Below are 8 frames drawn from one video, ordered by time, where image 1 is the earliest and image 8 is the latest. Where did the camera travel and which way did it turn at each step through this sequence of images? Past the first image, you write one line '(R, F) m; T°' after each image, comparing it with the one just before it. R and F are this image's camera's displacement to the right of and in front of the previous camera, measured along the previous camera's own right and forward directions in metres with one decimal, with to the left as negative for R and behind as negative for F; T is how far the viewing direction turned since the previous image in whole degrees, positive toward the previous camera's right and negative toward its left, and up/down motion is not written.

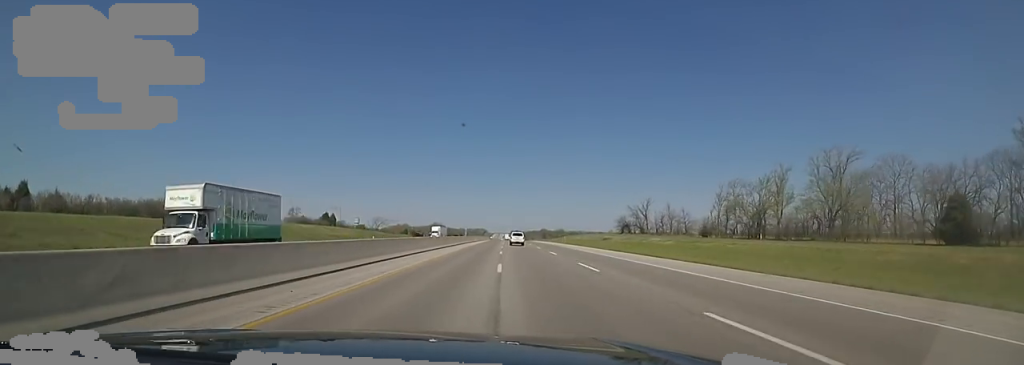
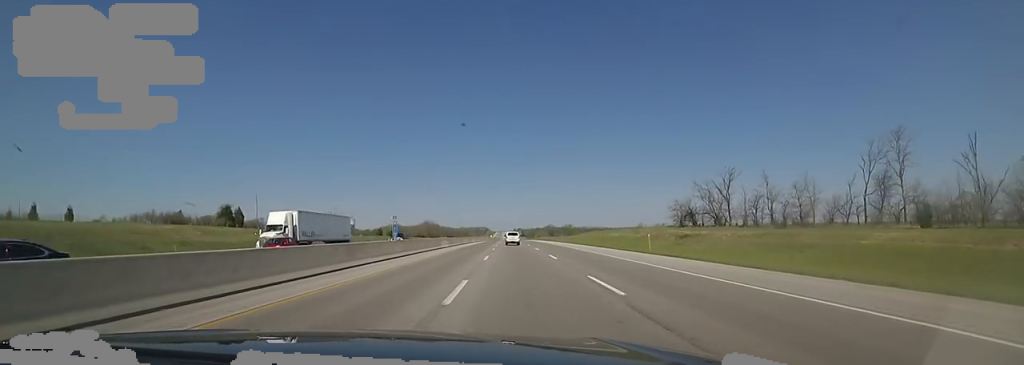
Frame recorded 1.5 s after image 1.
(-1.0, +53.7) m; 0°
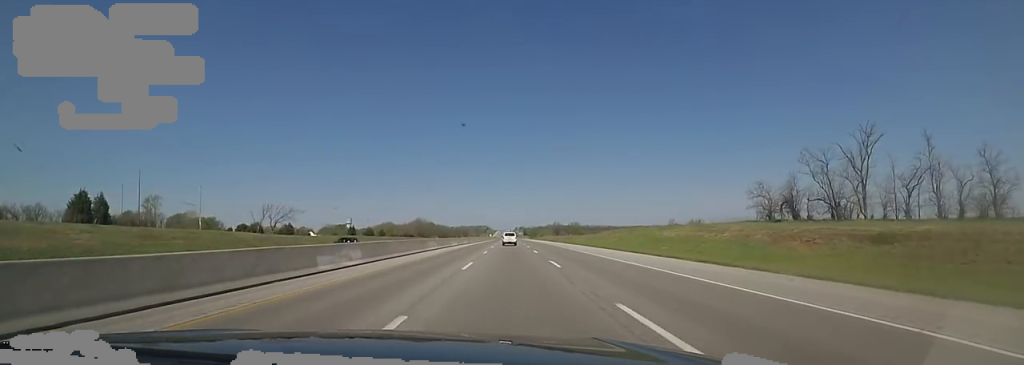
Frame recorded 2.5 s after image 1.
(+0.9, +36.9) m; 0°
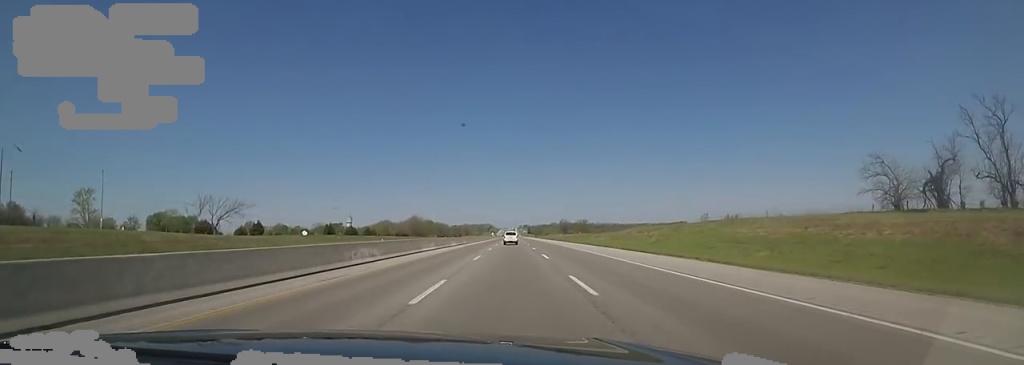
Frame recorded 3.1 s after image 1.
(-0.6, +24.5) m; -1°
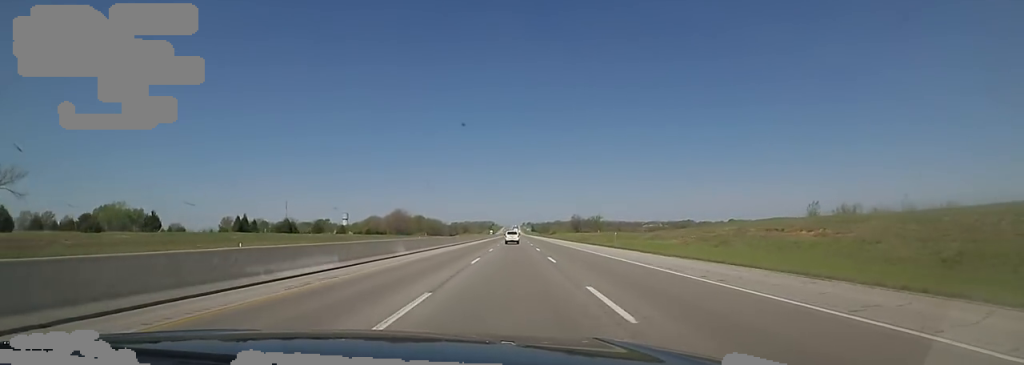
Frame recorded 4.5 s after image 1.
(-0.5, +48.9) m; -1°
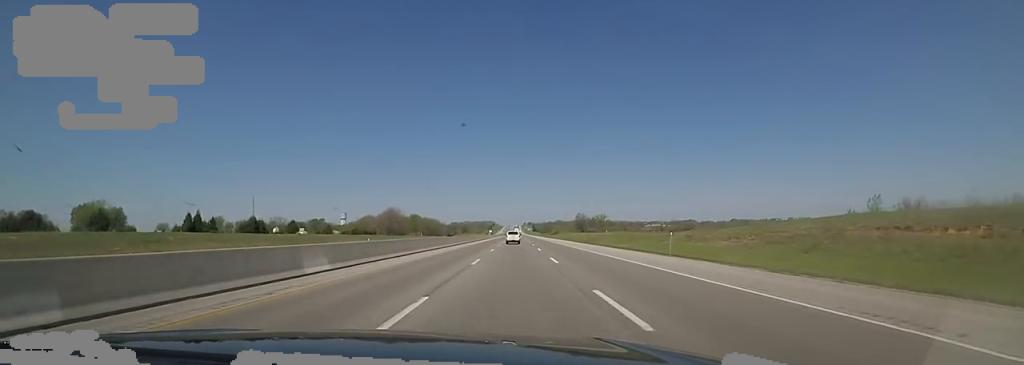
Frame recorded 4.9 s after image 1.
(-0.2, +16.0) m; 0°
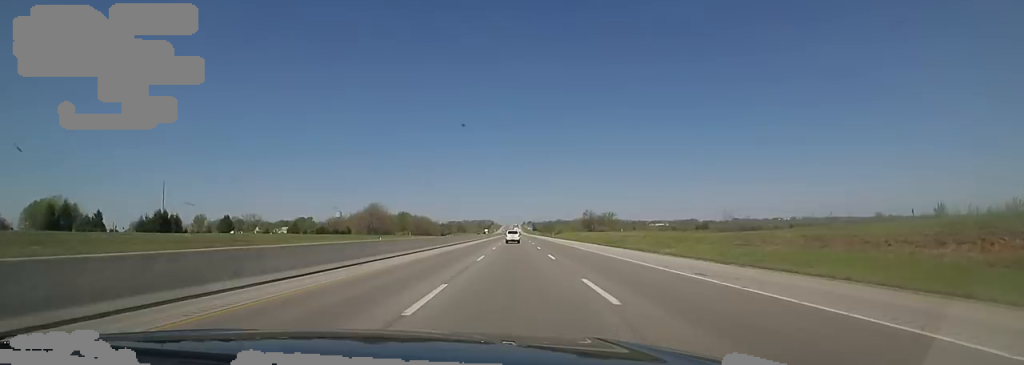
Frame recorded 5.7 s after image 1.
(-0.2, +28.3) m; 0°
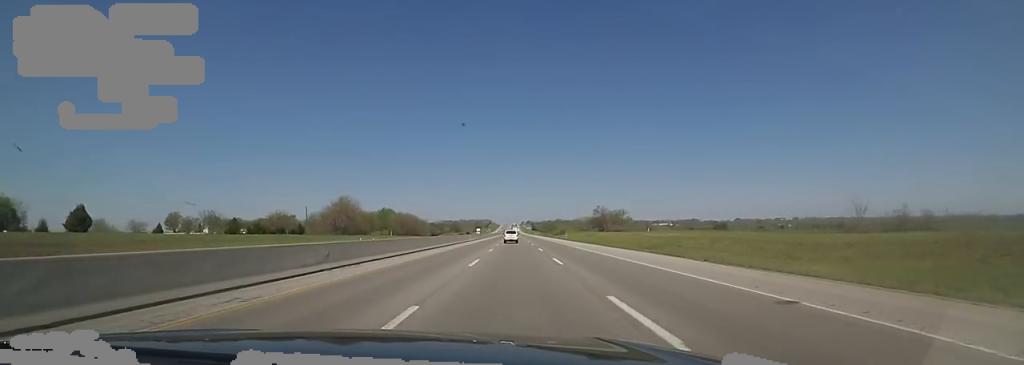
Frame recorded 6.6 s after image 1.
(+0.4, +34.5) m; +2°
